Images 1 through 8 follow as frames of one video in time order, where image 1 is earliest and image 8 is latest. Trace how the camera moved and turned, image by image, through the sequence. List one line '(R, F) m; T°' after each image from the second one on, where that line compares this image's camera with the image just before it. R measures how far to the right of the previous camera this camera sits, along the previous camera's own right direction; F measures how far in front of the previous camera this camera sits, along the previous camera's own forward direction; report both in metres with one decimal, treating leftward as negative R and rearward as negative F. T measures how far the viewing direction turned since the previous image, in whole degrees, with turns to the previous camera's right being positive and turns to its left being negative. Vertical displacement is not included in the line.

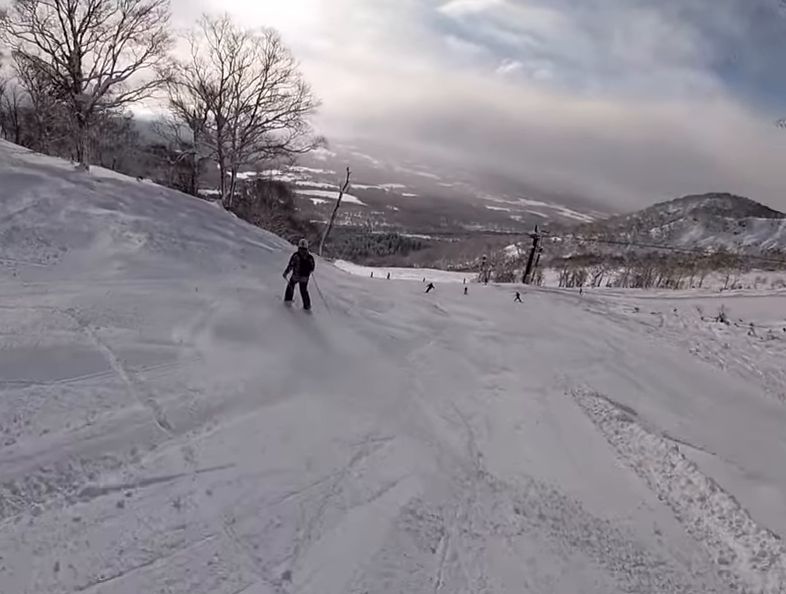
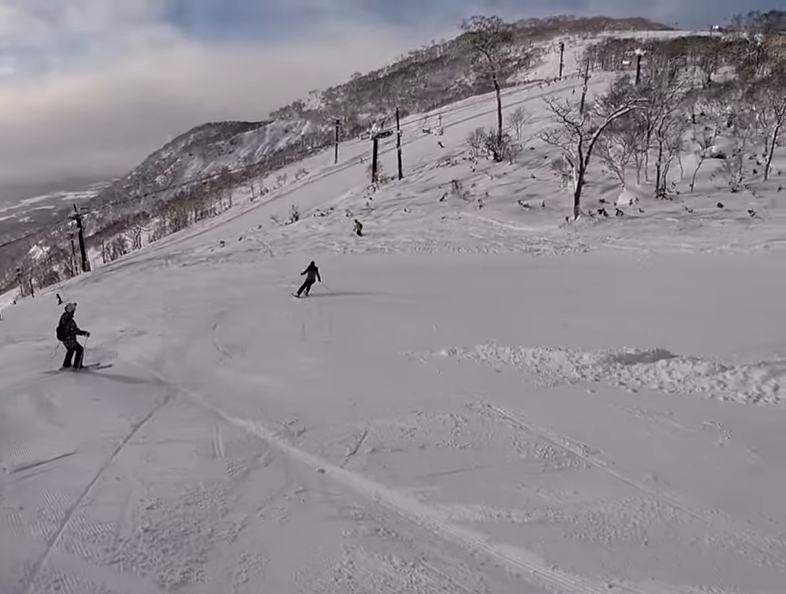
(+0.1, +11.7) m; +20°
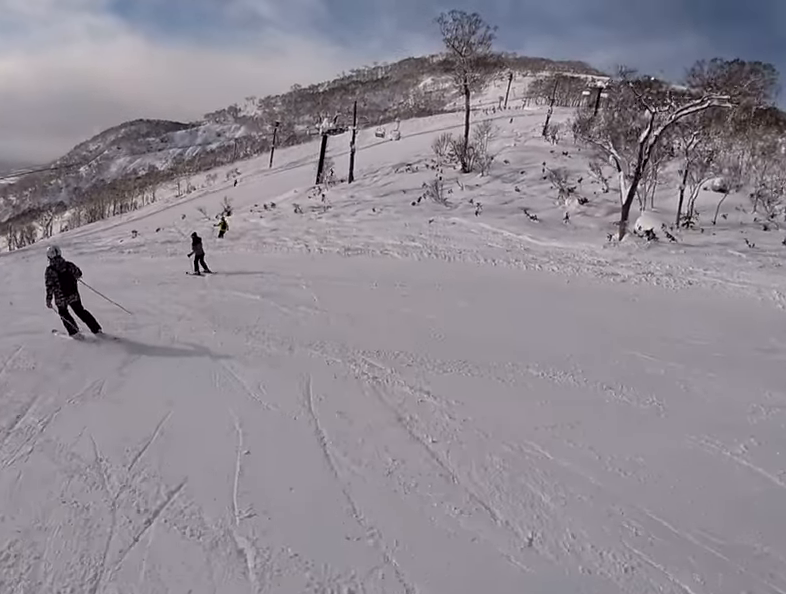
(+2.1, +8.7) m; +17°
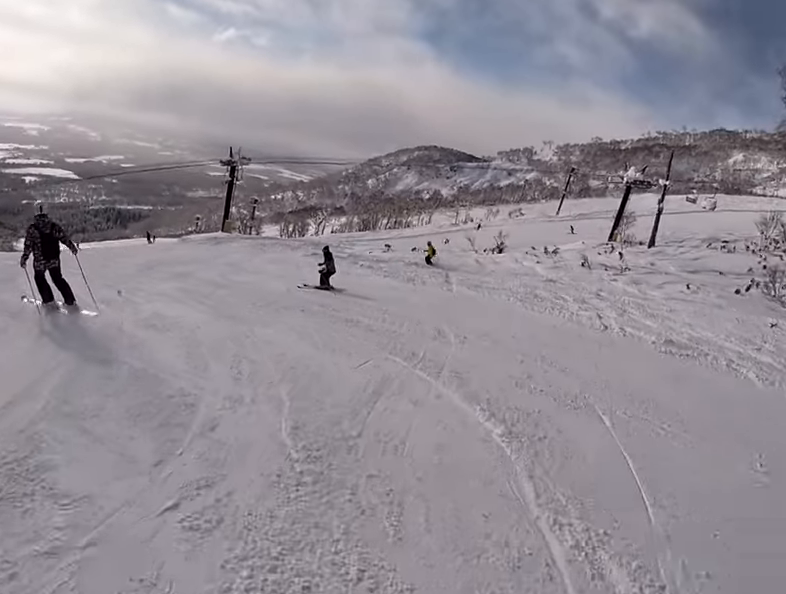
(+0.1, +6.0) m; -11°
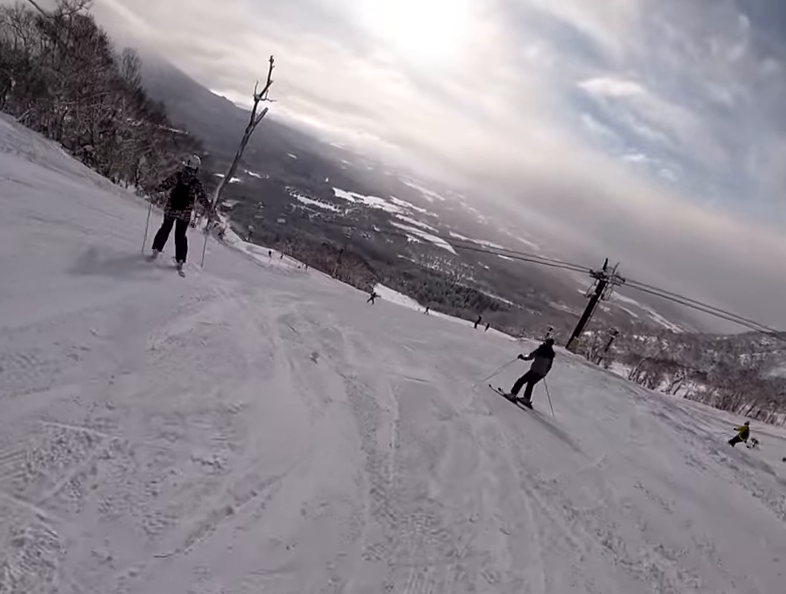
(-0.7, +4.9) m; -22°
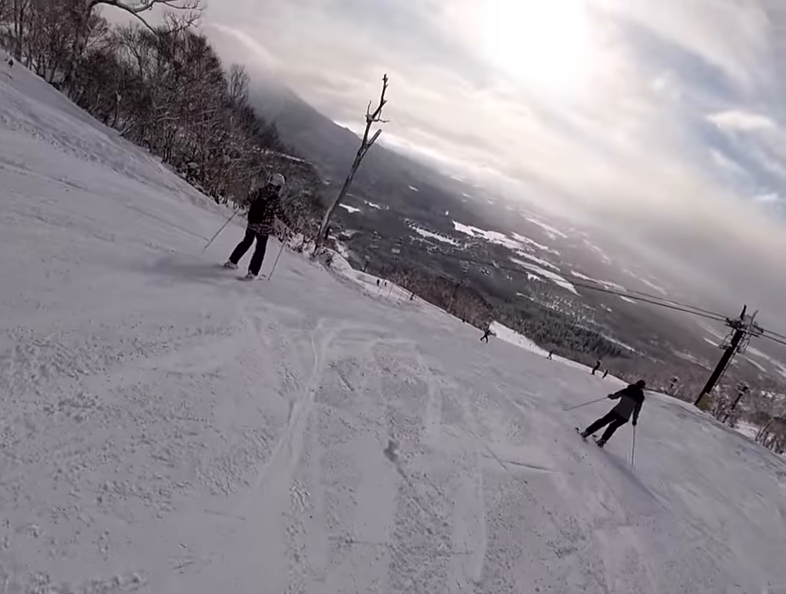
(-0.4, +2.2) m; -10°
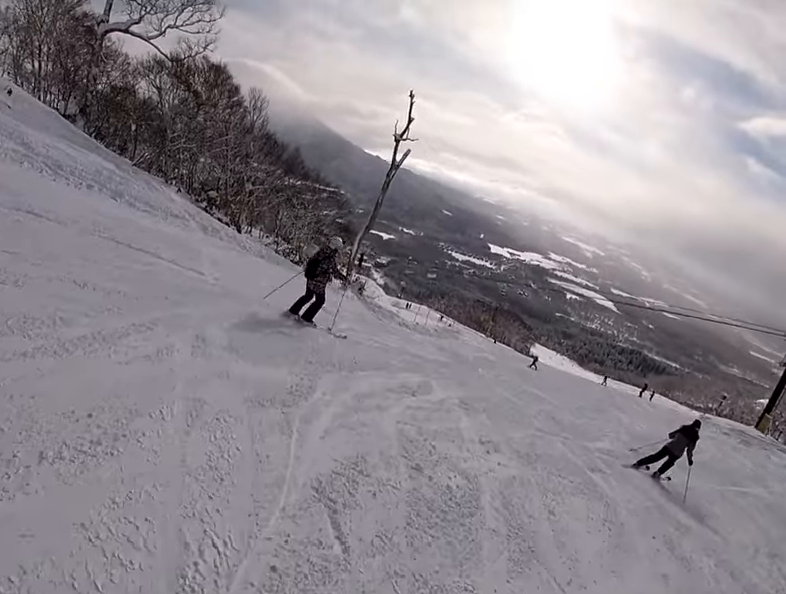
(-0.2, +2.4) m; -10°
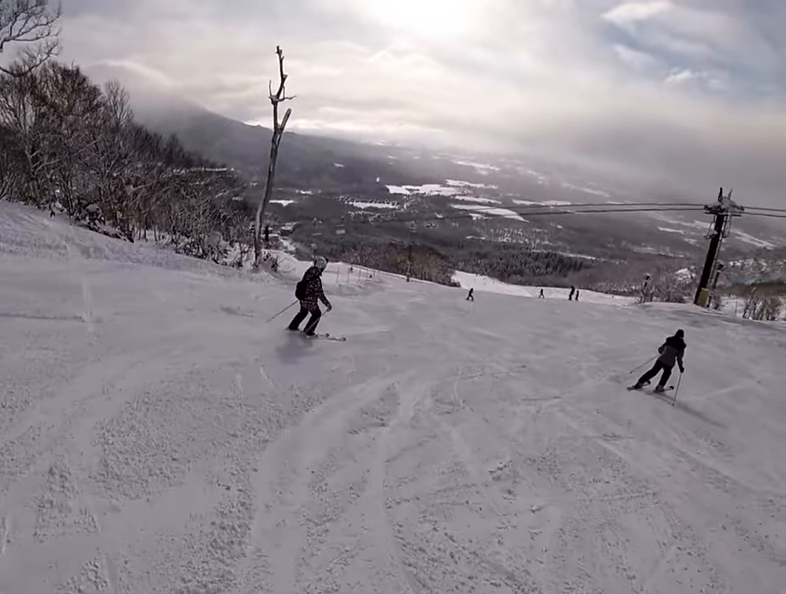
(-0.3, +2.4) m; -5°
